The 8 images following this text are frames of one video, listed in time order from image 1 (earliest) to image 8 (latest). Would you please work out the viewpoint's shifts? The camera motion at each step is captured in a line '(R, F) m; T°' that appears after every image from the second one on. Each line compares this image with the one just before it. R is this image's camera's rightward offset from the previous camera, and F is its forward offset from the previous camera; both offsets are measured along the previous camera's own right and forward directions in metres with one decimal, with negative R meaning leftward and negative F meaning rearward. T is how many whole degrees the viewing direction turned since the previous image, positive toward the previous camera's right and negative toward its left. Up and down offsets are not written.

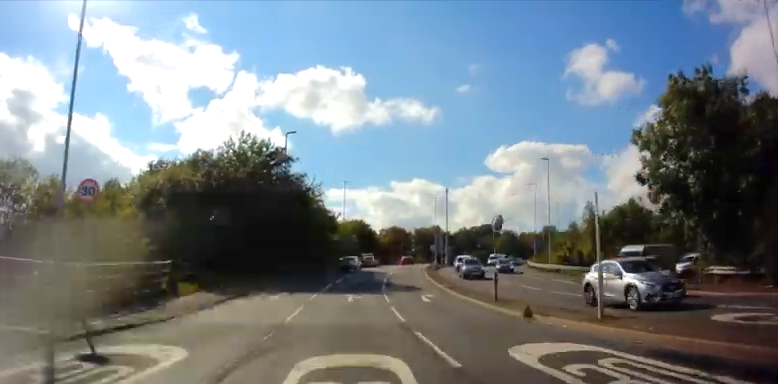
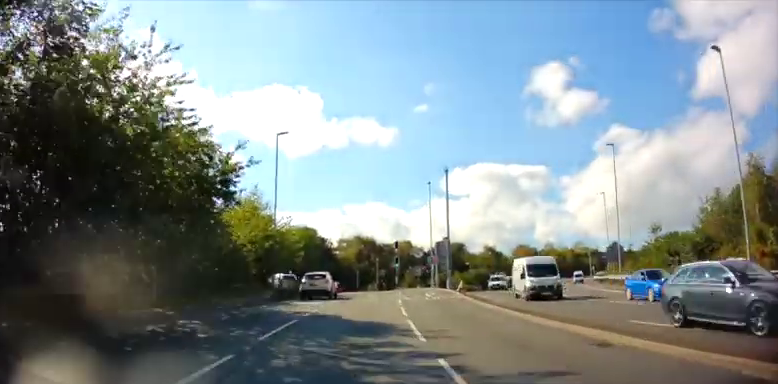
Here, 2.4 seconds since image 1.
(+1.2, +33.7) m; +5°
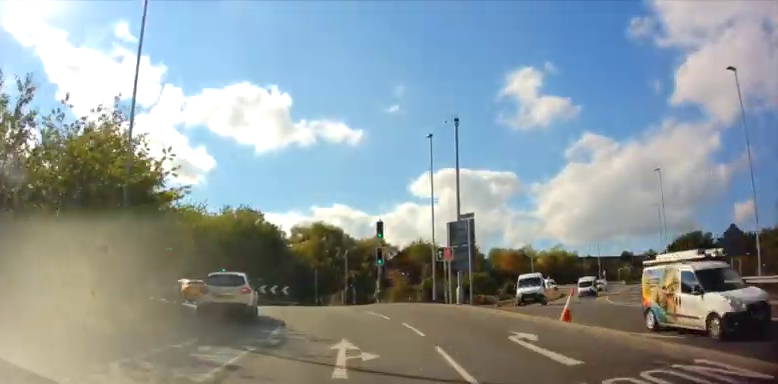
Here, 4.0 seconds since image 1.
(-0.1, +21.1) m; -1°
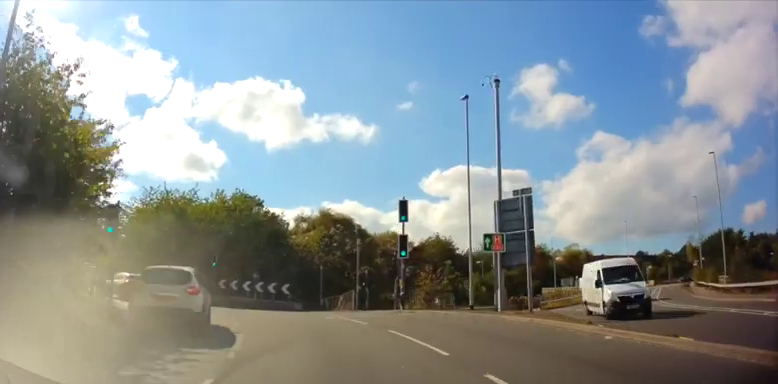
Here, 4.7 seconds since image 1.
(0.0, +8.2) m; 0°
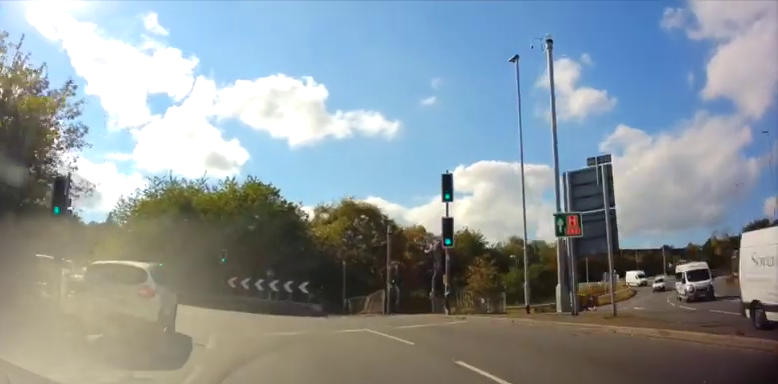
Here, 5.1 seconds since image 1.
(0.0, +5.1) m; -3°
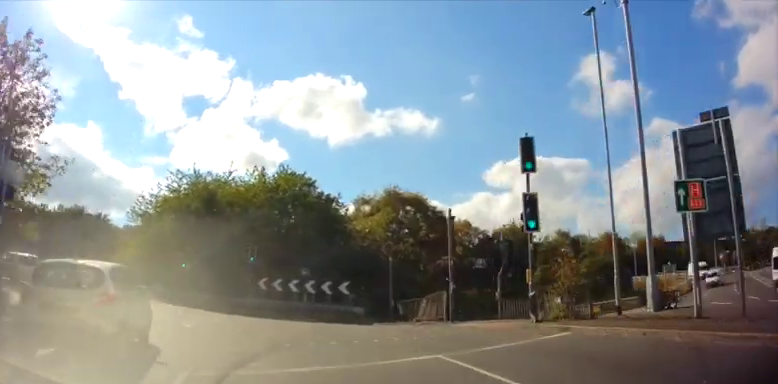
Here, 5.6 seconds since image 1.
(+0.2, +4.7) m; -3°
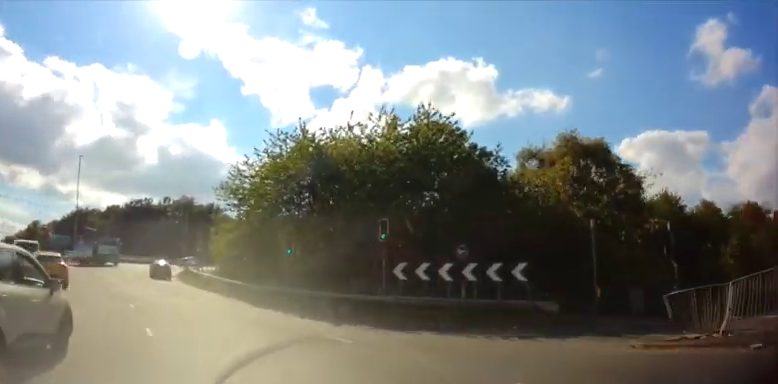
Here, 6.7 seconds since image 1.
(-1.3, +10.4) m; -27°
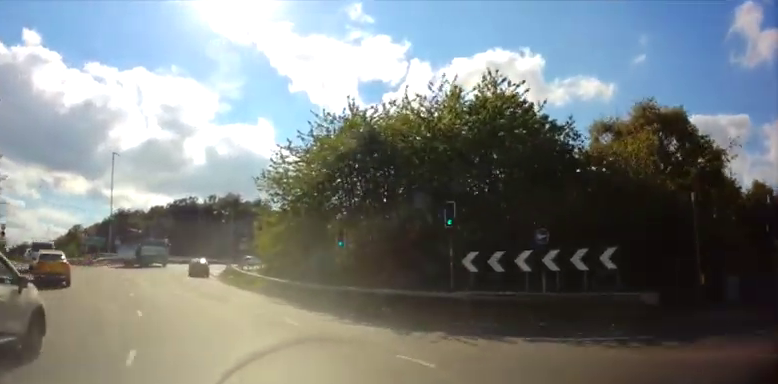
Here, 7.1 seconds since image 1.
(-1.1, +4.0) m; +1°
